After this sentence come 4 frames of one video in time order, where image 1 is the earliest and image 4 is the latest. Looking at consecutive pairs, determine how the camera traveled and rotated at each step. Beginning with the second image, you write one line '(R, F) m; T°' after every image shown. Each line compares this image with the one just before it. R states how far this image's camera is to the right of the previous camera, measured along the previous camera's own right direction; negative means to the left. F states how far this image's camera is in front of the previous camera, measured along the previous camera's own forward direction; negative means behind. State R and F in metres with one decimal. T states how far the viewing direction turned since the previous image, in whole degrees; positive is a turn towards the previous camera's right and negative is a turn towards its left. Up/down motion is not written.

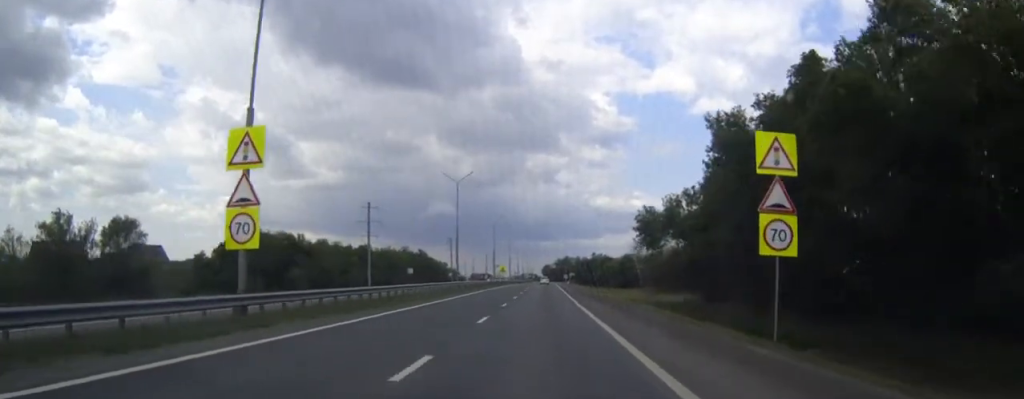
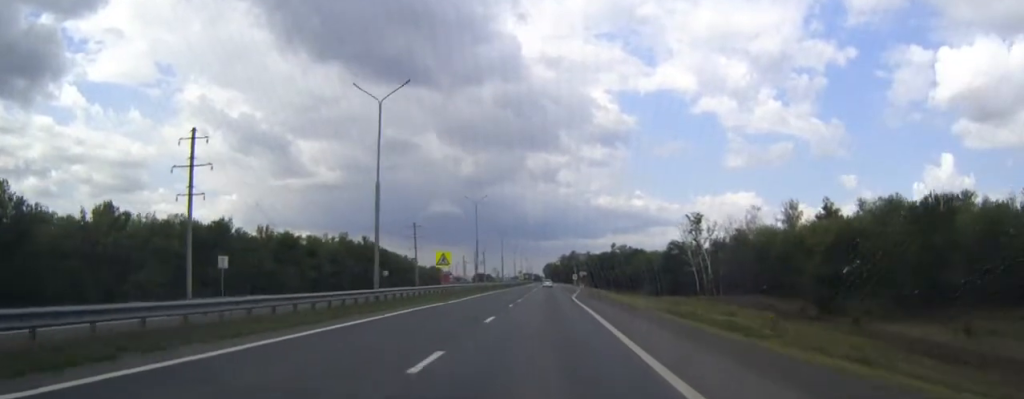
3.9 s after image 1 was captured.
(-0.3, +83.2) m; 0°
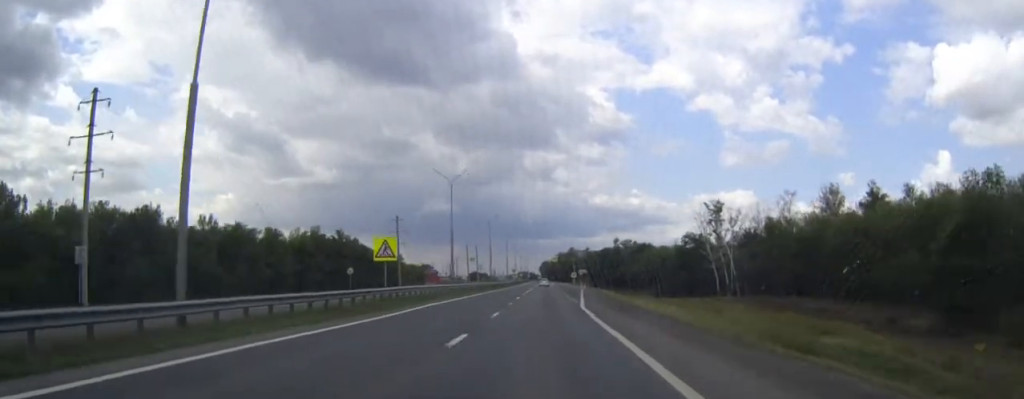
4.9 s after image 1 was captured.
(0.0, +19.7) m; 0°
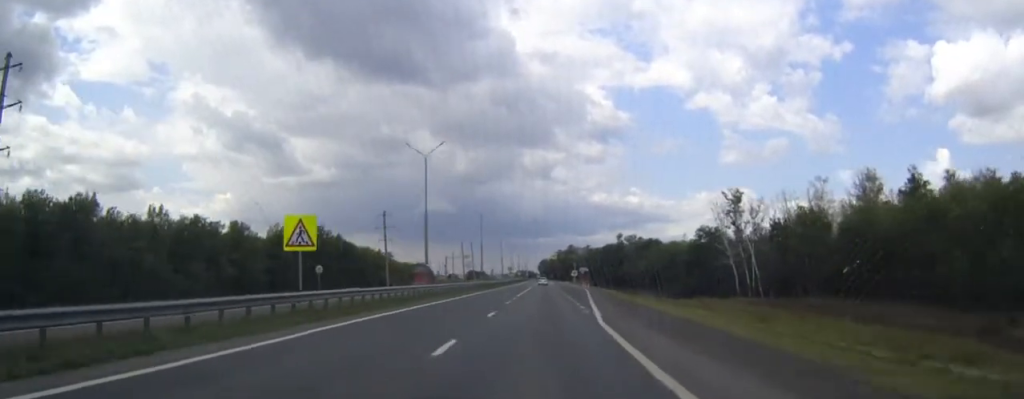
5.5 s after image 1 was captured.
(0.0, +13.4) m; 0°
